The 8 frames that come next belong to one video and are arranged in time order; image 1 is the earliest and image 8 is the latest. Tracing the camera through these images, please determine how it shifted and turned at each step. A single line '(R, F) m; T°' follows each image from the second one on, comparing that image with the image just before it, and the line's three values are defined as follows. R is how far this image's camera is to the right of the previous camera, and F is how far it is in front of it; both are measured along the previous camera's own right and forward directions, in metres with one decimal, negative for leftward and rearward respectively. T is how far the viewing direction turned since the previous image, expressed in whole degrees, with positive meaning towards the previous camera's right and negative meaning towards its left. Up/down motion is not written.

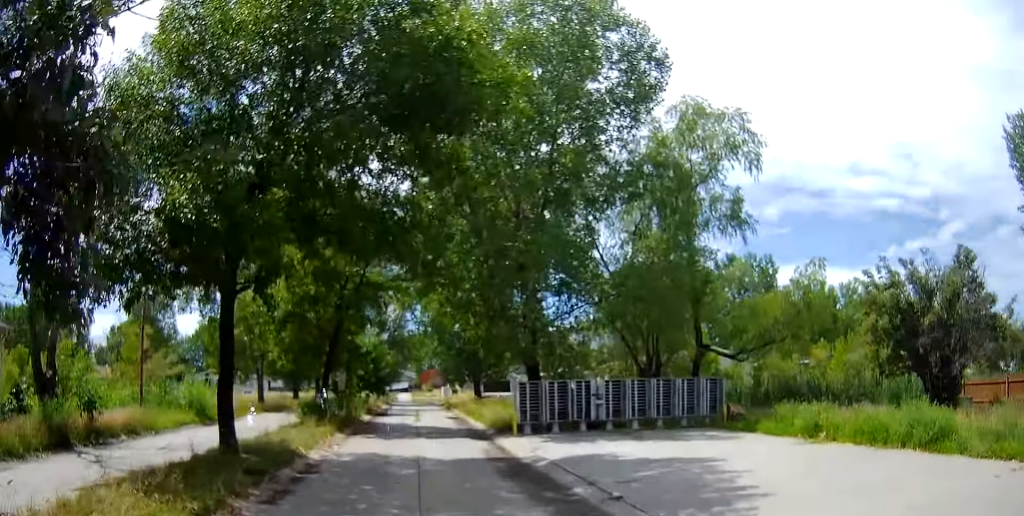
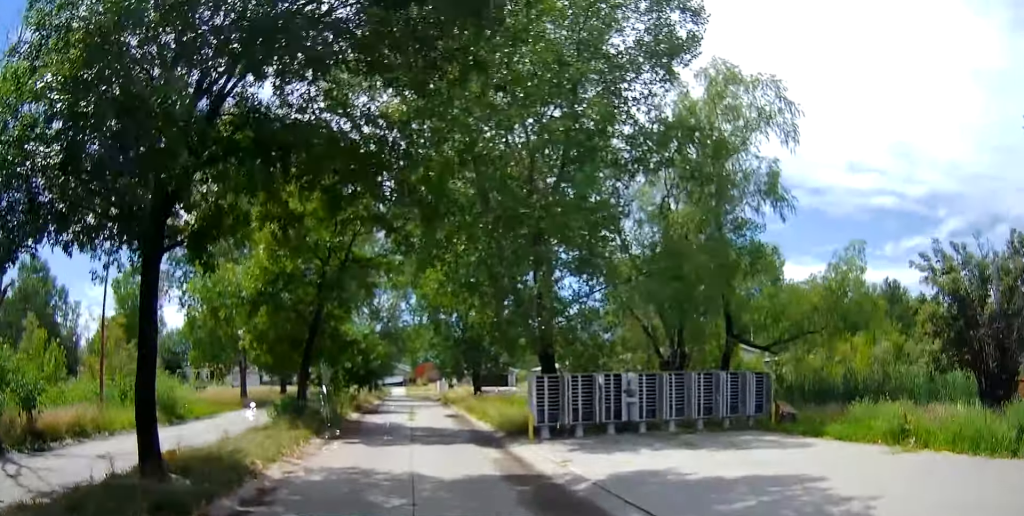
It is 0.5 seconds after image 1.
(-0.2, +3.1) m; 0°
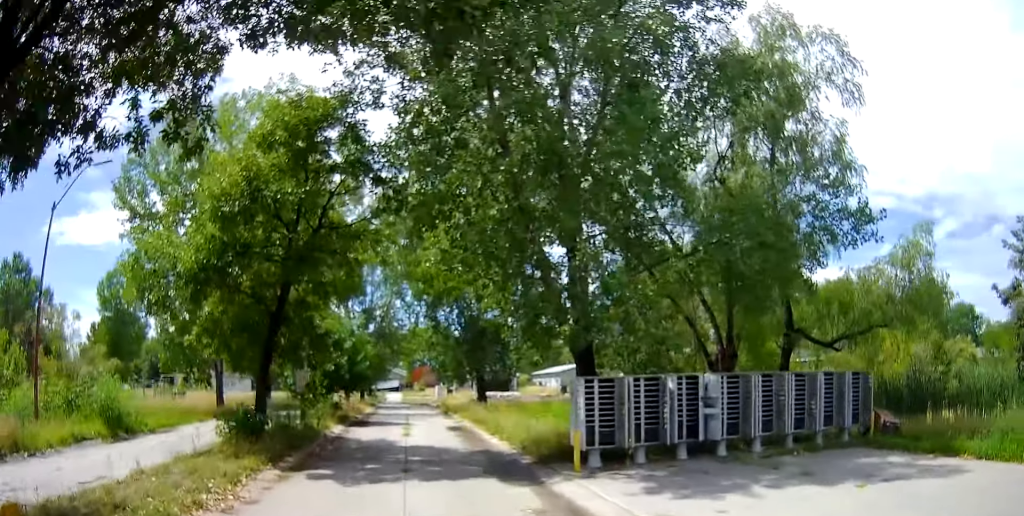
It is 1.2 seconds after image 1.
(+0.2, +4.3) m; +3°
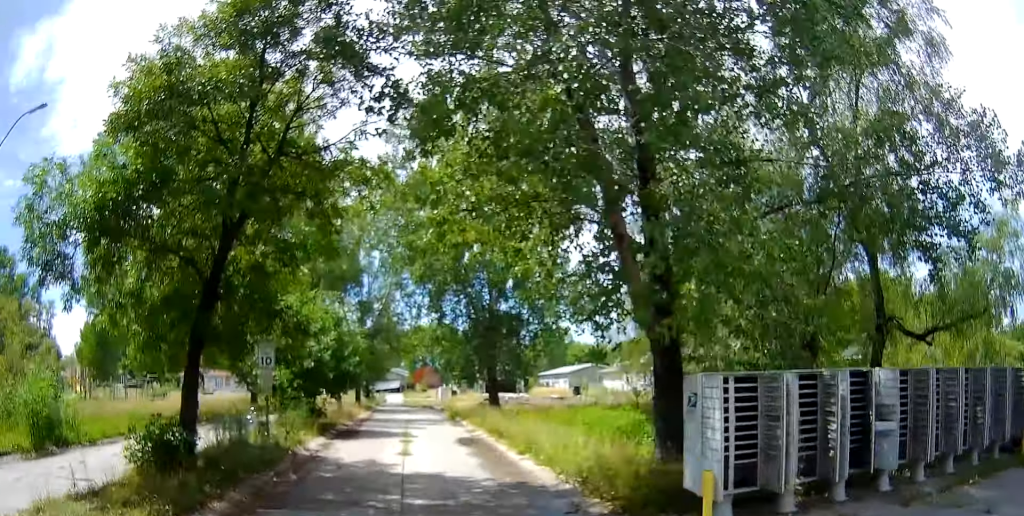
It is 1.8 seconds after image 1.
(+0.1, +4.5) m; +3°
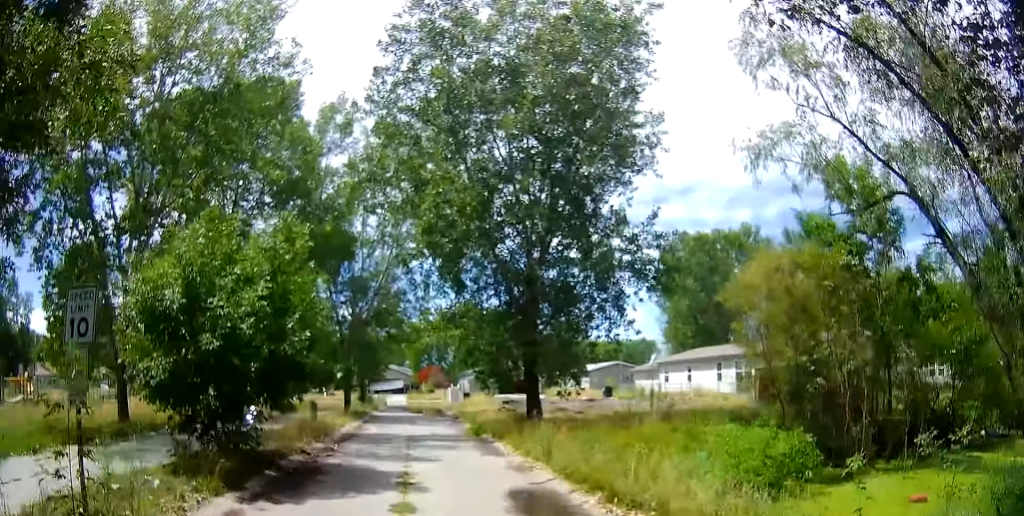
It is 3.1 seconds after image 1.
(+0.4, +8.8) m; +4°
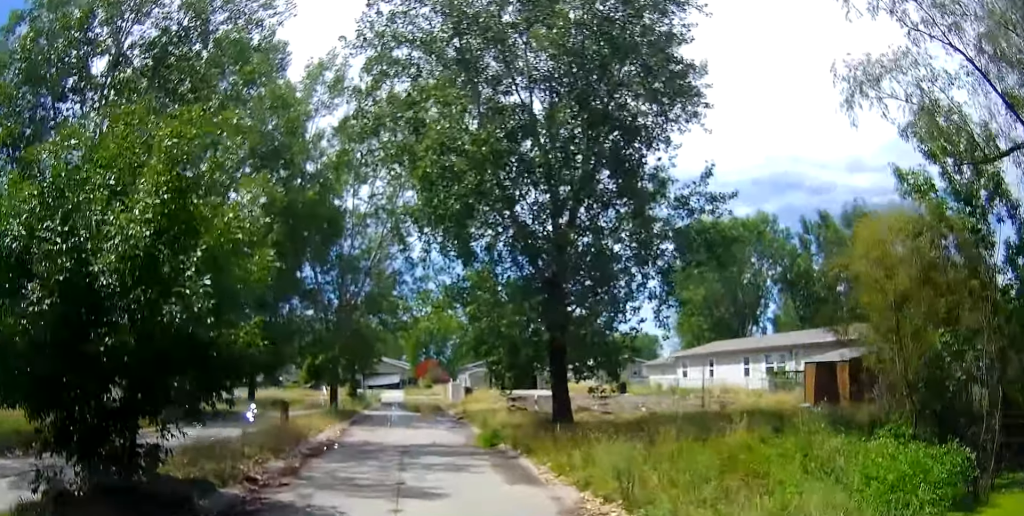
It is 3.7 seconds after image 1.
(+0.2, +4.3) m; 0°
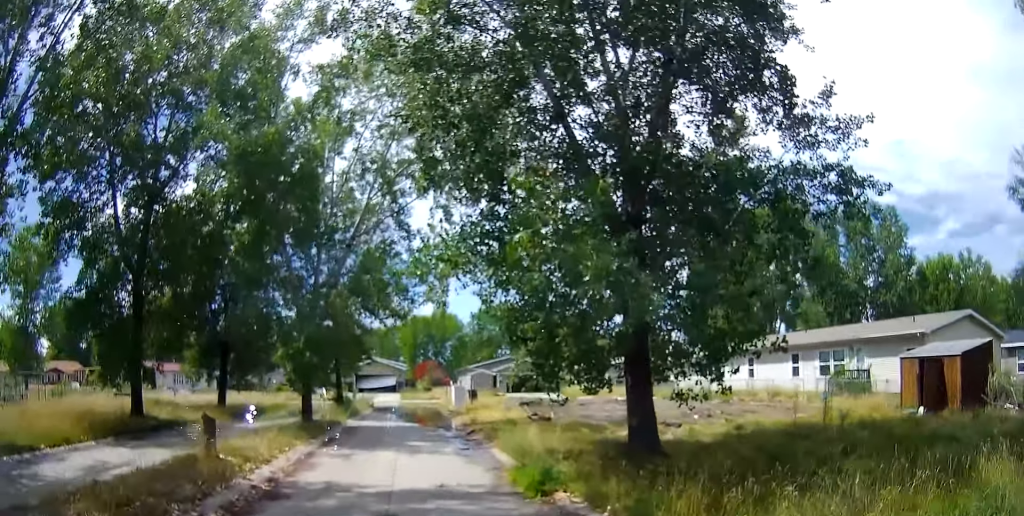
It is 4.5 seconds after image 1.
(-0.4, +6.0) m; -4°
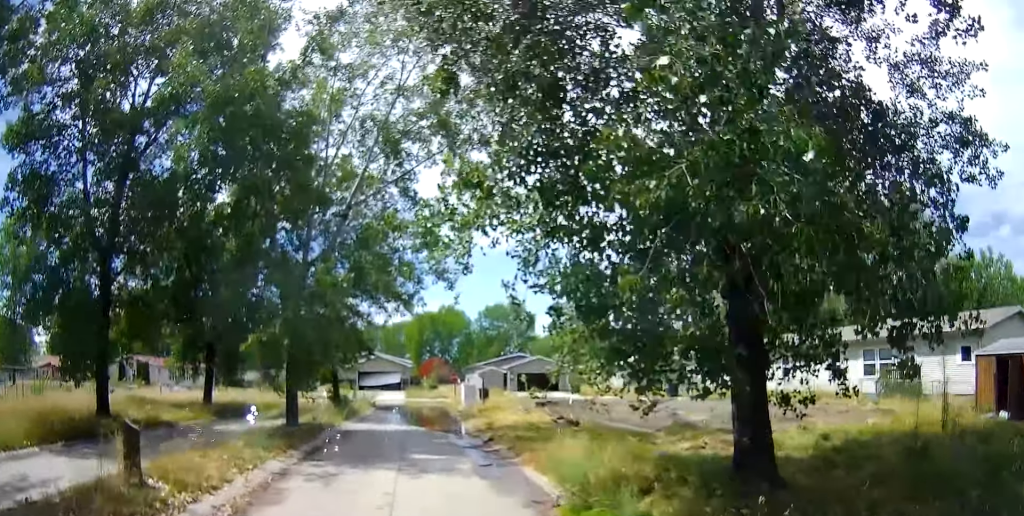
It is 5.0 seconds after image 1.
(0.0, +3.4) m; 0°
